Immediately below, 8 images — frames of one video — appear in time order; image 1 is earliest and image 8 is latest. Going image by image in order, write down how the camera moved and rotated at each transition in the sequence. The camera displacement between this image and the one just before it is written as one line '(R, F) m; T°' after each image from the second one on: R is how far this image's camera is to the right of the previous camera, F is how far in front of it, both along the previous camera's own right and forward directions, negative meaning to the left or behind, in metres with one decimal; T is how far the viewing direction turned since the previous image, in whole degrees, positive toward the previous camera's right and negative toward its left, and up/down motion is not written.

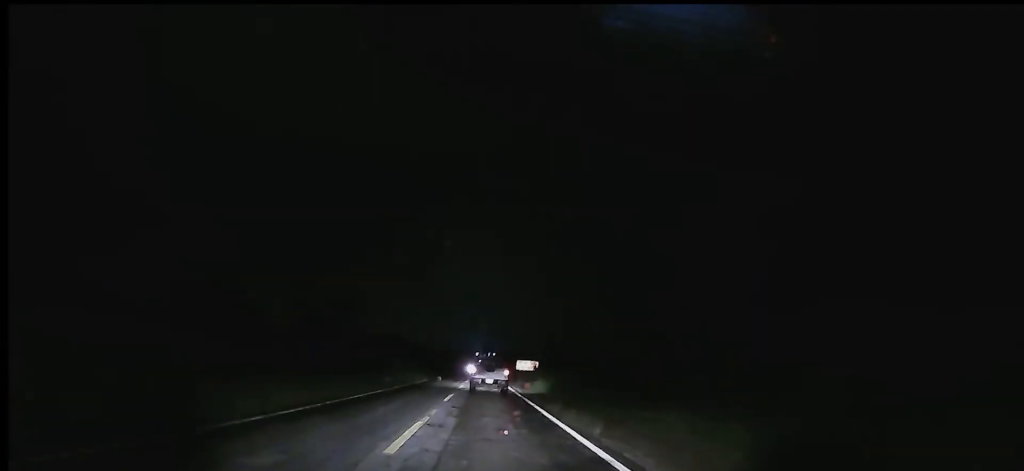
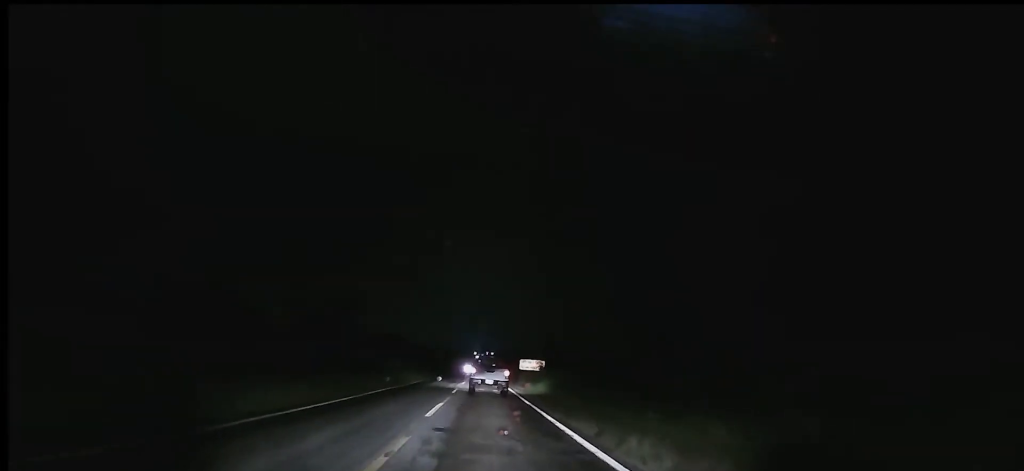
(0.0, +7.5) m; 0°
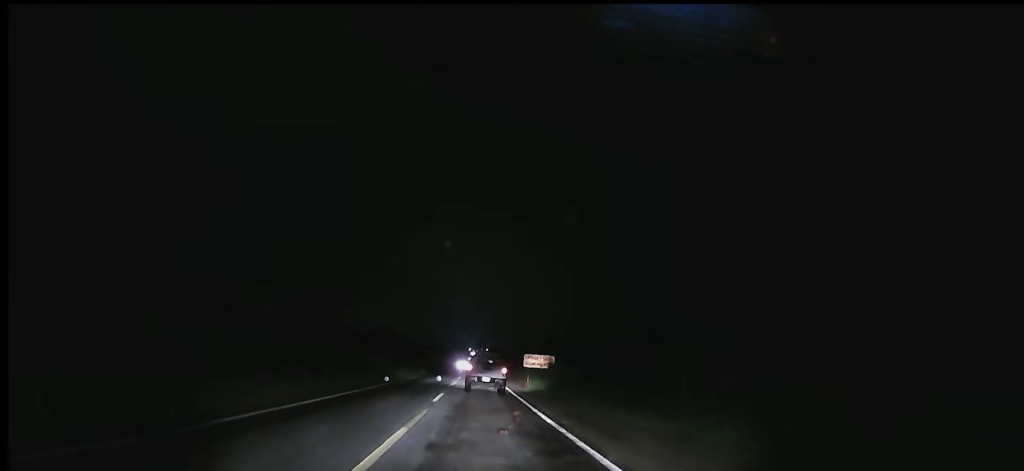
(-0.1, +9.7) m; +2°
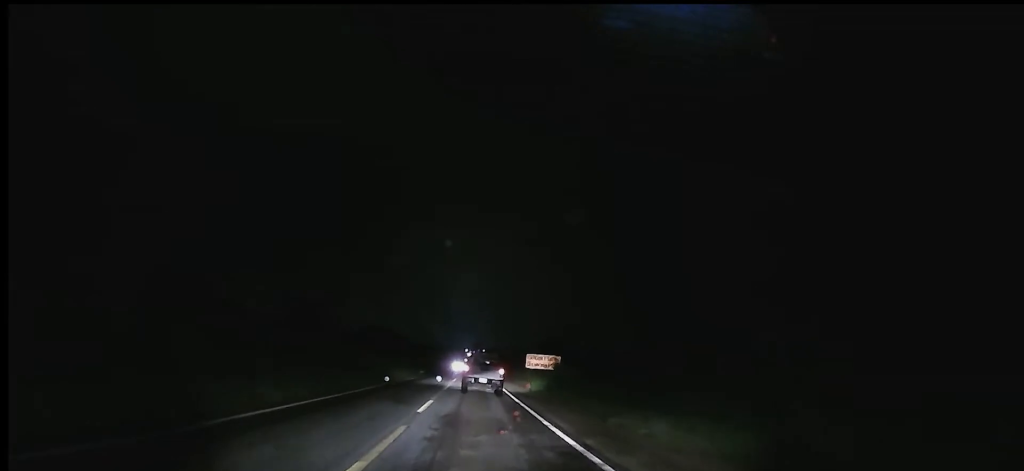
(+0.3, +4.4) m; 0°
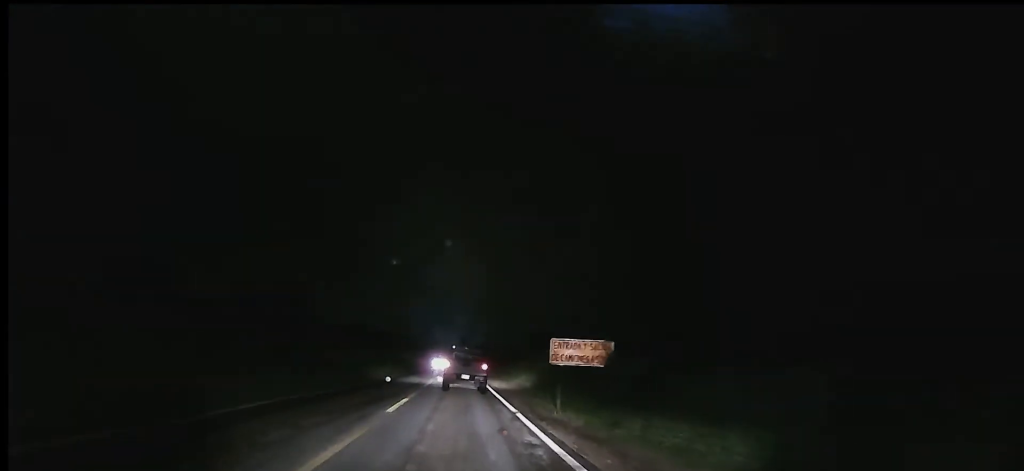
(-0.2, +16.4) m; 0°
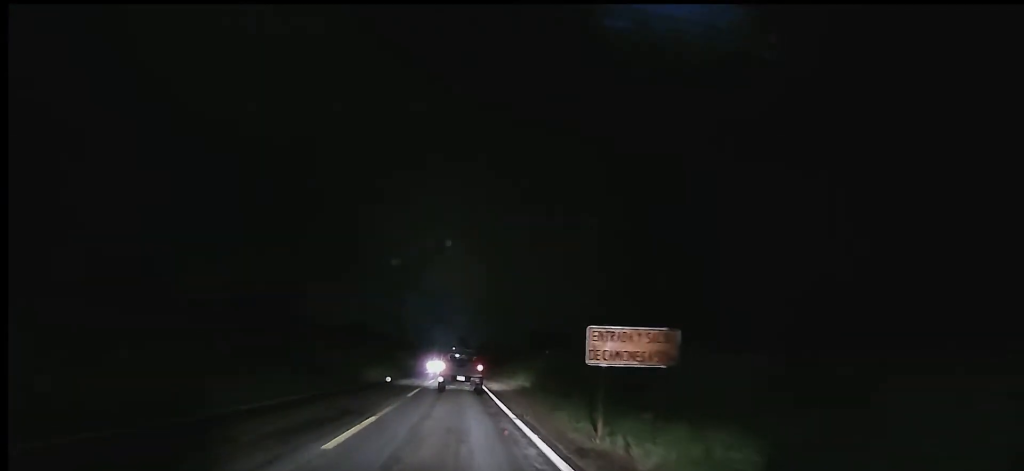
(+0.3, +6.5) m; +2°
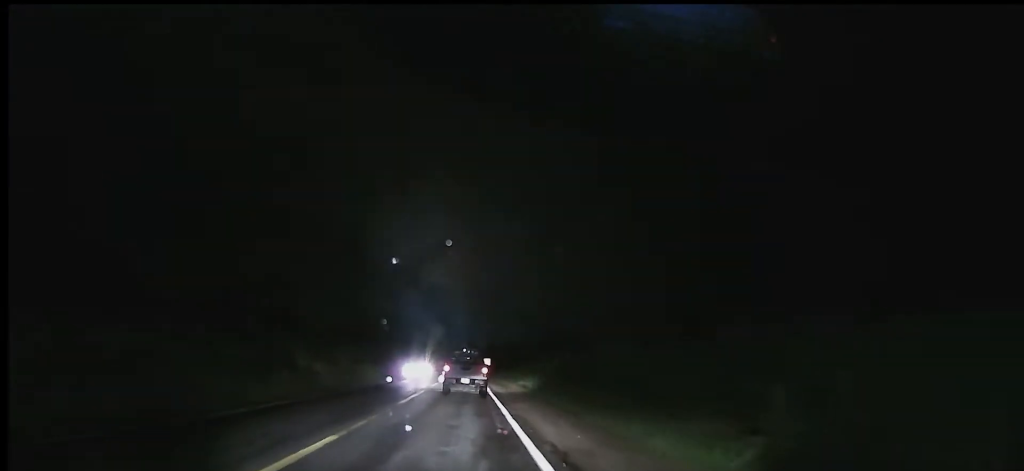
(+0.1, +21.0) m; -2°
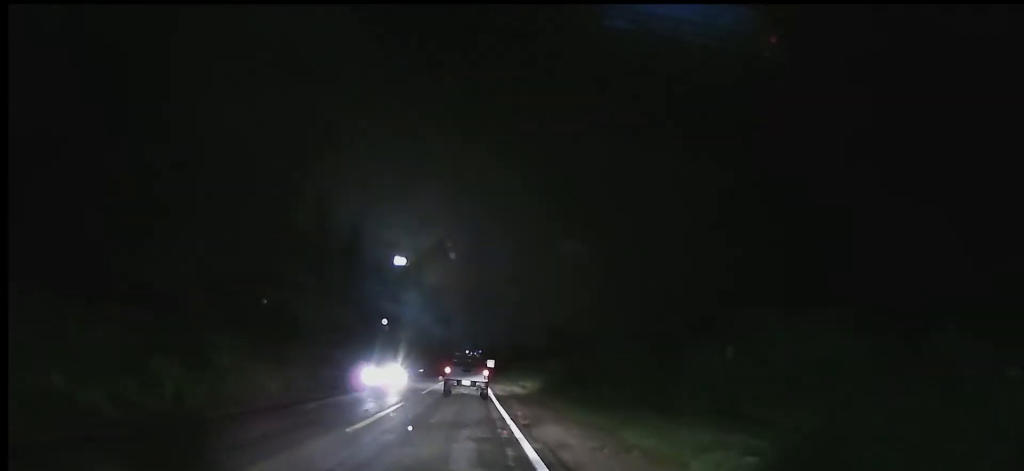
(-0.4, +8.7) m; 0°
